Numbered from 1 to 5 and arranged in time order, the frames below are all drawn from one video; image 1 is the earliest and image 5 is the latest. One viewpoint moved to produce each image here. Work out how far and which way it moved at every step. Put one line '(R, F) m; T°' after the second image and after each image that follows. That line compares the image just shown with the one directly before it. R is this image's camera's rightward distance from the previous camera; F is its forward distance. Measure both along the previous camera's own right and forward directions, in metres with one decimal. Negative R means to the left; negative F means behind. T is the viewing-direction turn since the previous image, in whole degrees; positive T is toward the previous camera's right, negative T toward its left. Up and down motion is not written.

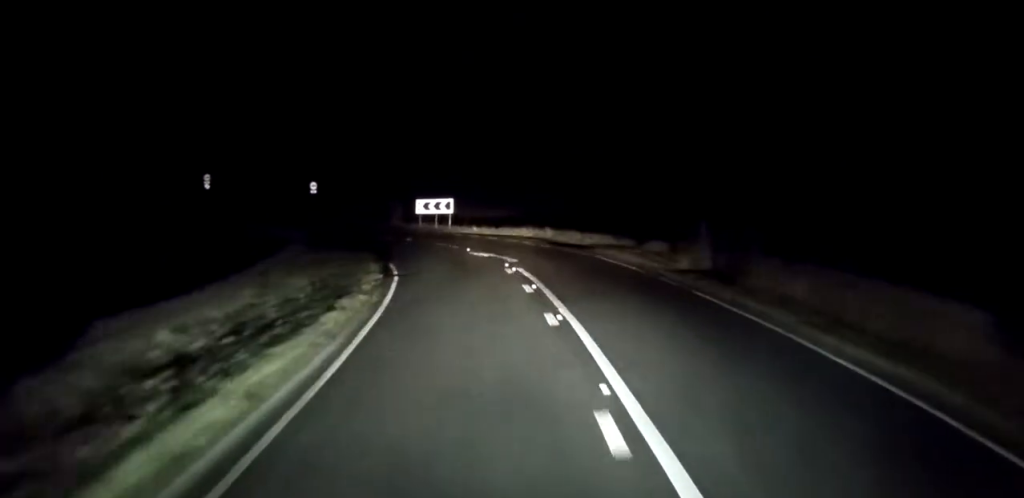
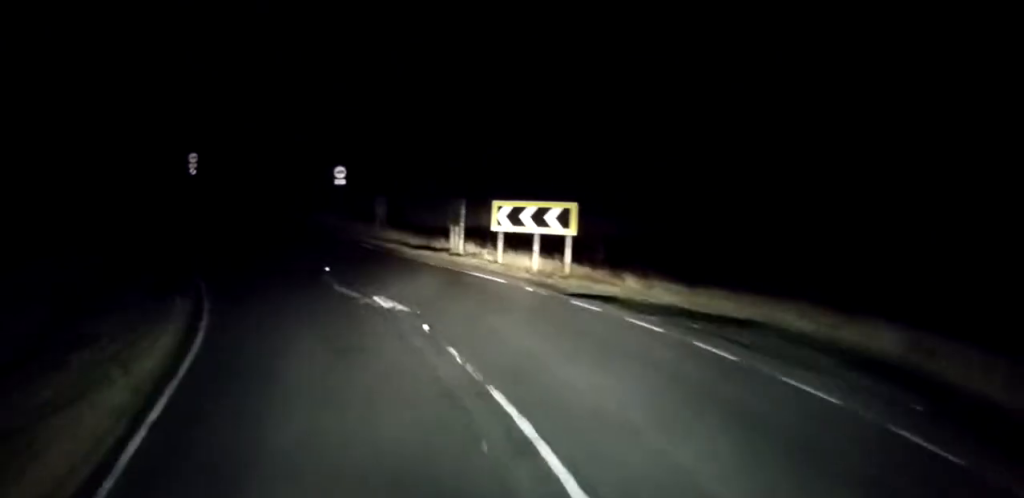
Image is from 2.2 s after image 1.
(-2.9, +24.8) m; -20°
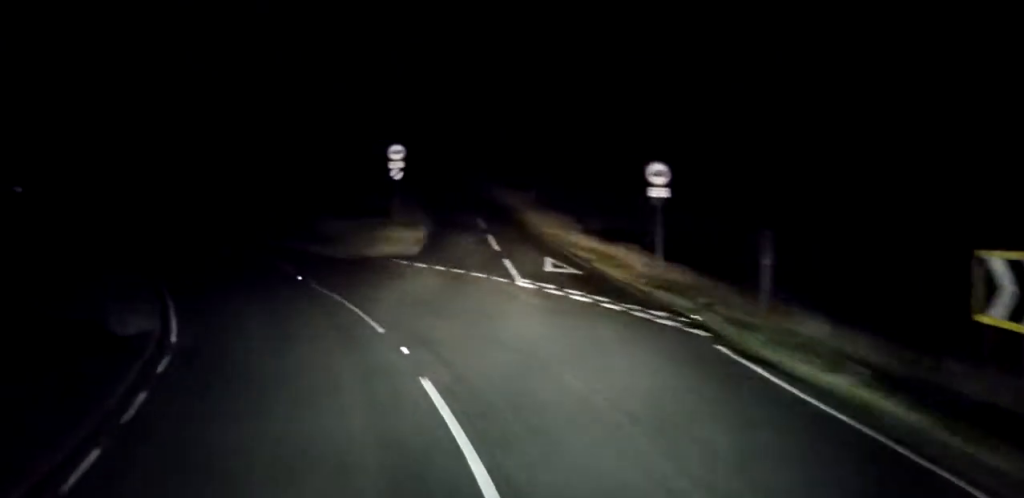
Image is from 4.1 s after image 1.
(-4.2, +18.0) m; -30°
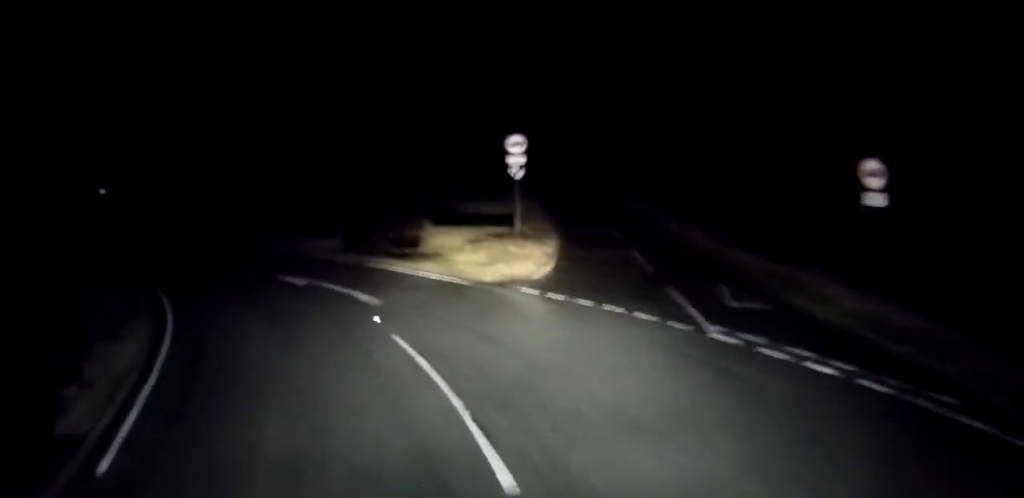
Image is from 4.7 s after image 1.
(-1.1, +5.8) m; -7°
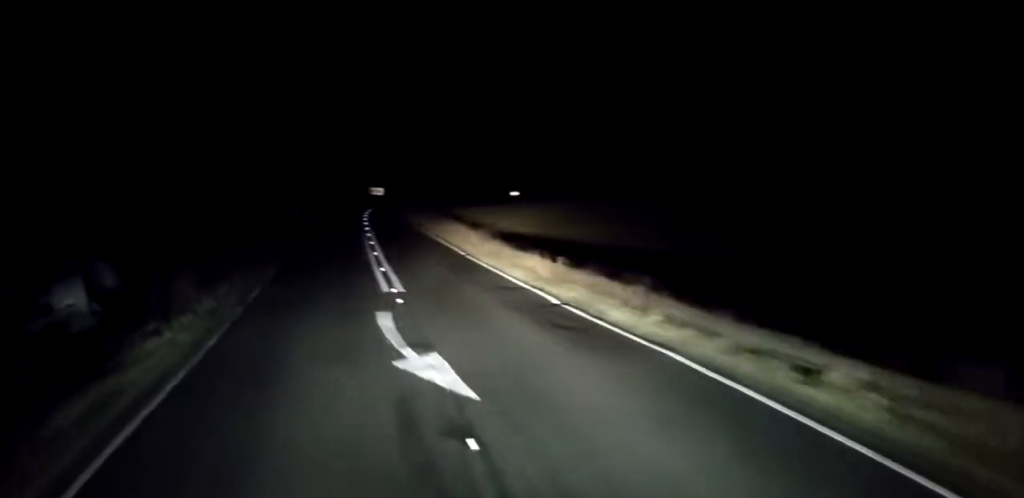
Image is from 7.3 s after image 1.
(-5.5, +21.9) m; -30°
